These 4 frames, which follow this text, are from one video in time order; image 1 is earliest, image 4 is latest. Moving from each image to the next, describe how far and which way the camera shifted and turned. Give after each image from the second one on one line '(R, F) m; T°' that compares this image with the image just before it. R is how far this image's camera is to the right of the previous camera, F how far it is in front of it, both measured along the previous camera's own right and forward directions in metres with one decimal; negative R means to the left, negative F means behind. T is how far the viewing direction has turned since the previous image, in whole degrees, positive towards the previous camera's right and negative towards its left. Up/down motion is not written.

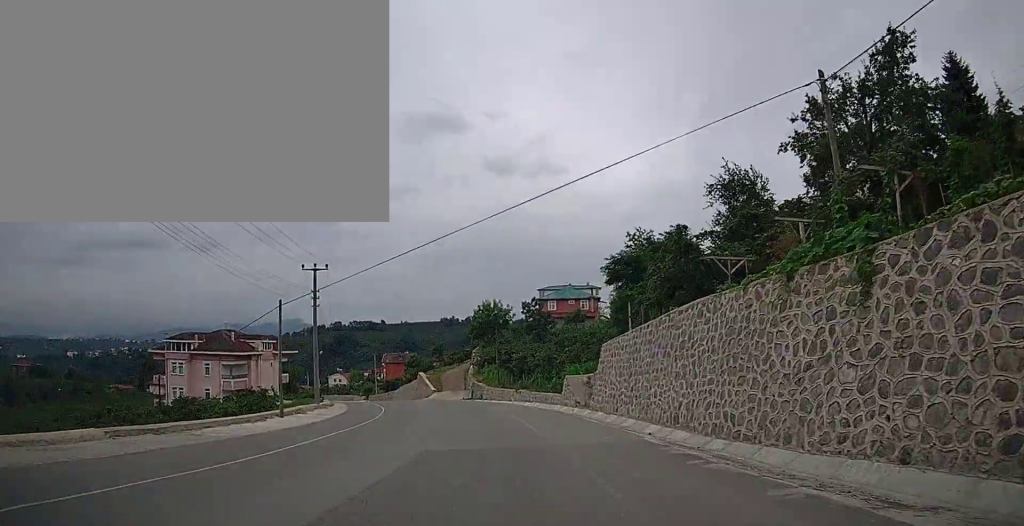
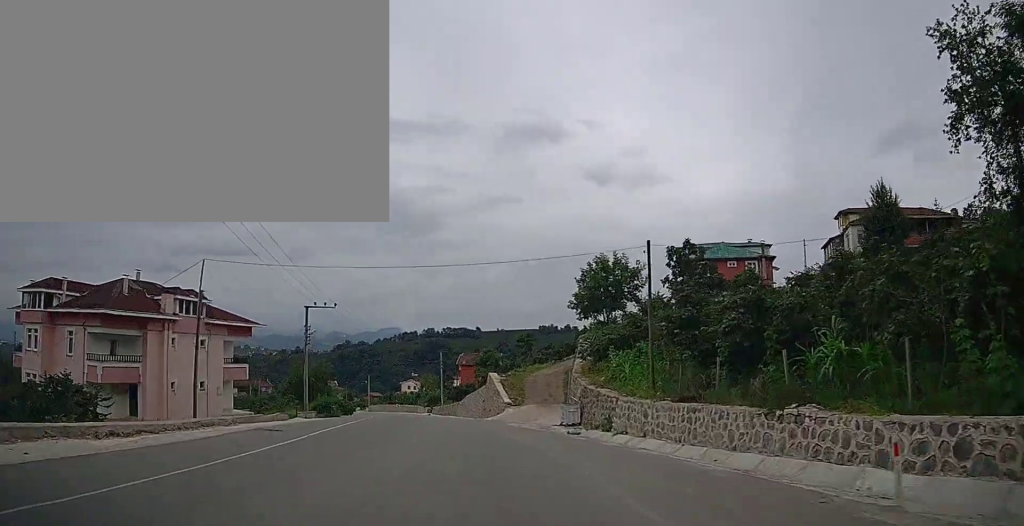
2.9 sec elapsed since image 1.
(-2.4, +37.1) m; -9°
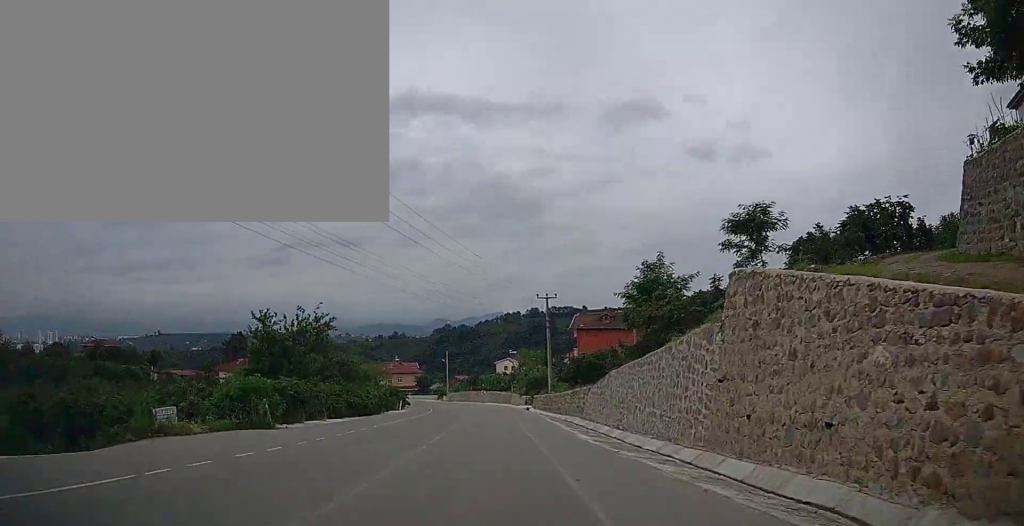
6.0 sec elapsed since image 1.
(-5.5, +40.7) m; -13°
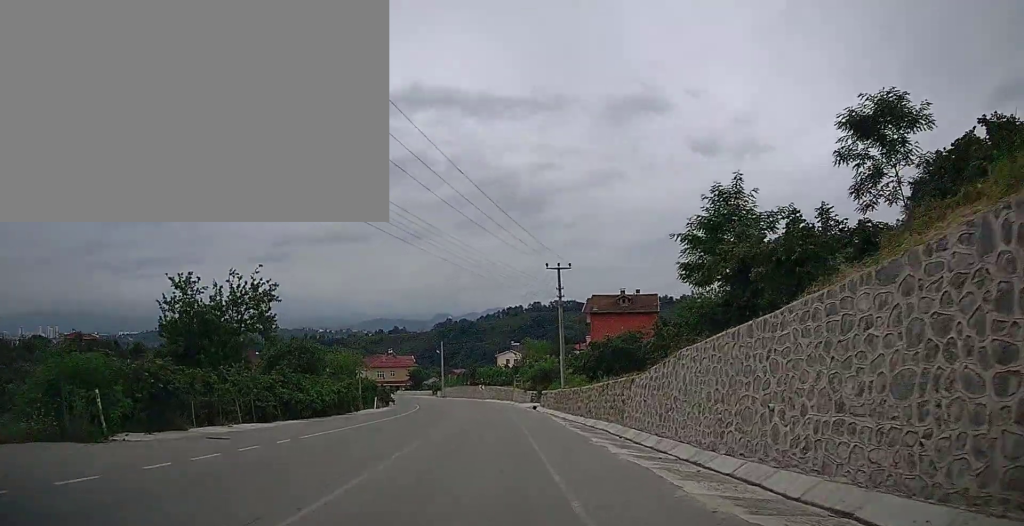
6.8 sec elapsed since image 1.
(-0.2, +11.6) m; -1°
